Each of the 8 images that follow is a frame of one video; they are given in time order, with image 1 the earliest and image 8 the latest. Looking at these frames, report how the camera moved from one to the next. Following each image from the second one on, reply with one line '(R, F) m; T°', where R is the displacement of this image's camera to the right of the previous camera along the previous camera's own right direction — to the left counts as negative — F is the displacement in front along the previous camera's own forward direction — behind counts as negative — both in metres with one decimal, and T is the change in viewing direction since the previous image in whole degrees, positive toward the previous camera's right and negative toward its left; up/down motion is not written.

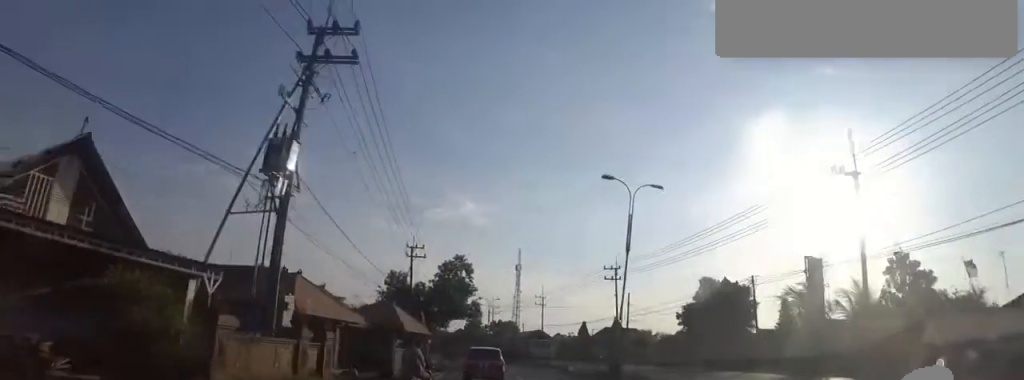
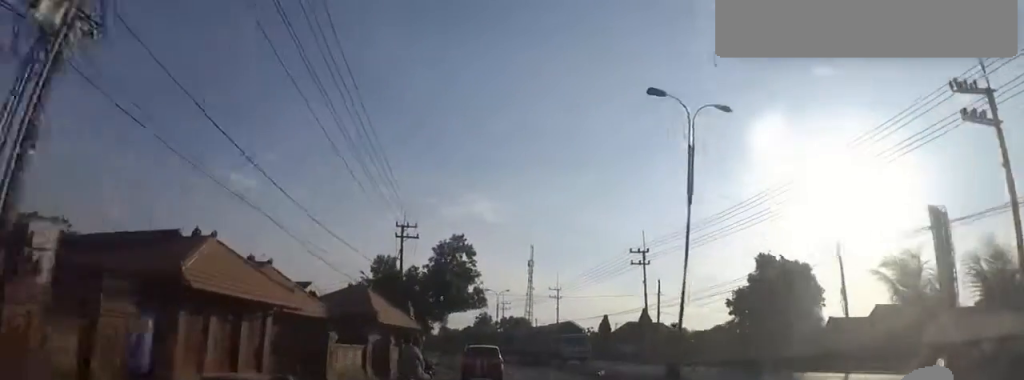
(-1.3, +7.6) m; -3°
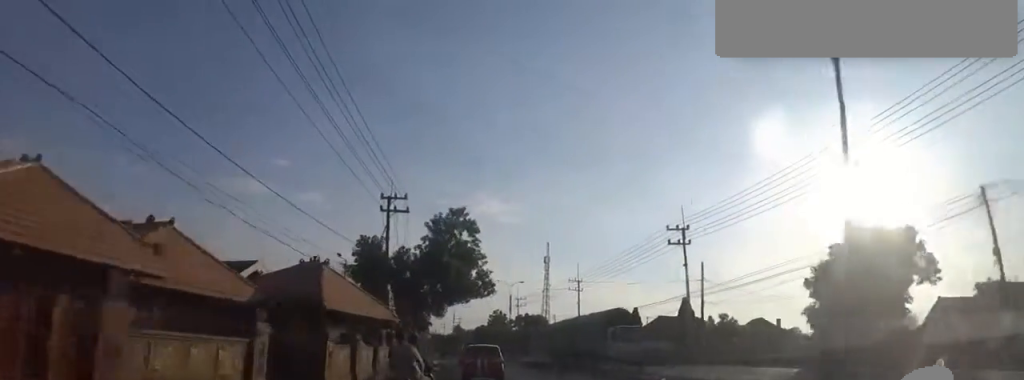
(+0.5, +7.7) m; +1°
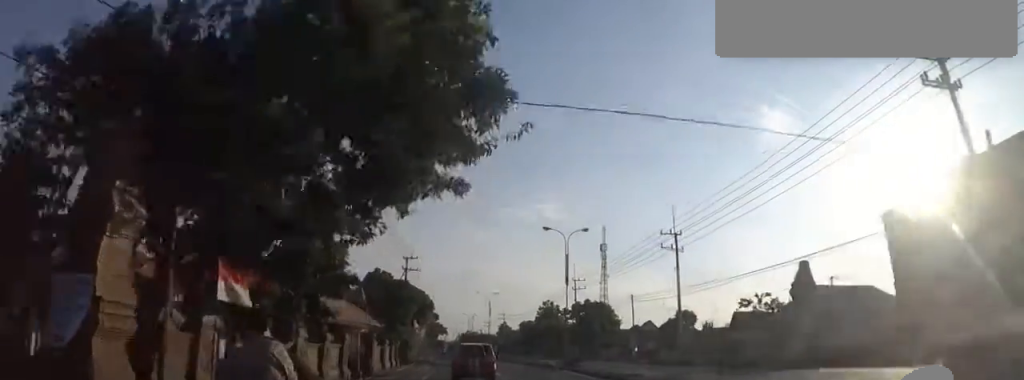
(+0.9, +23.8) m; -5°
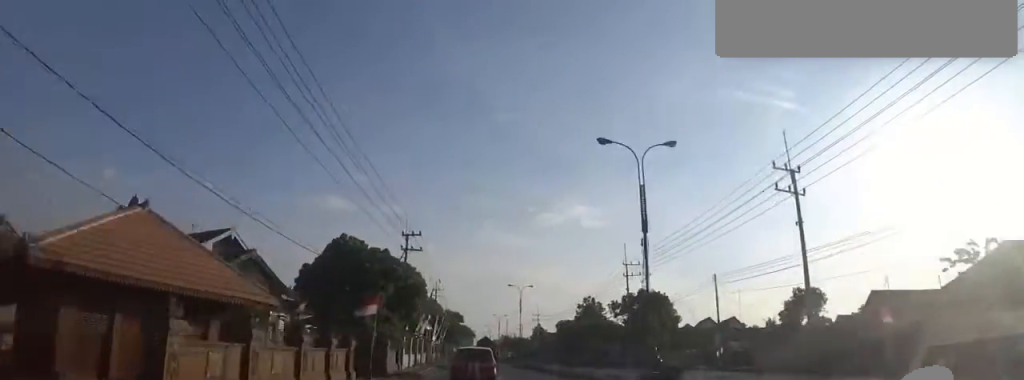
(-1.5, +13.6) m; -6°
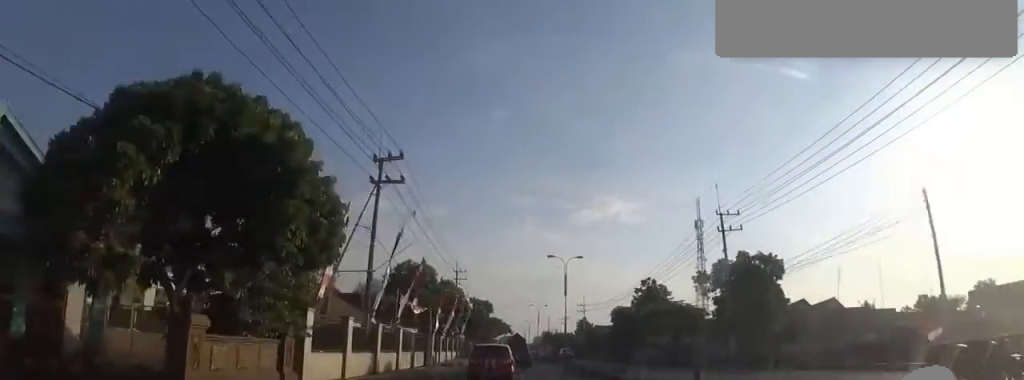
(-0.5, +16.4) m; -5°
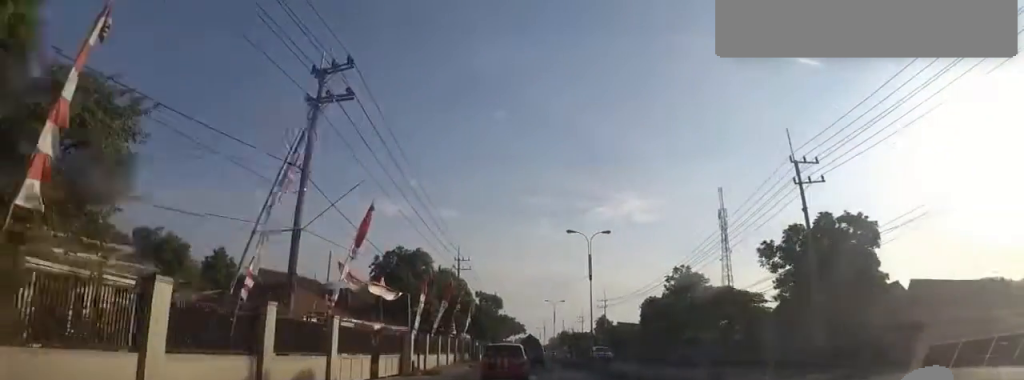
(-0.4, +8.8) m; -1°
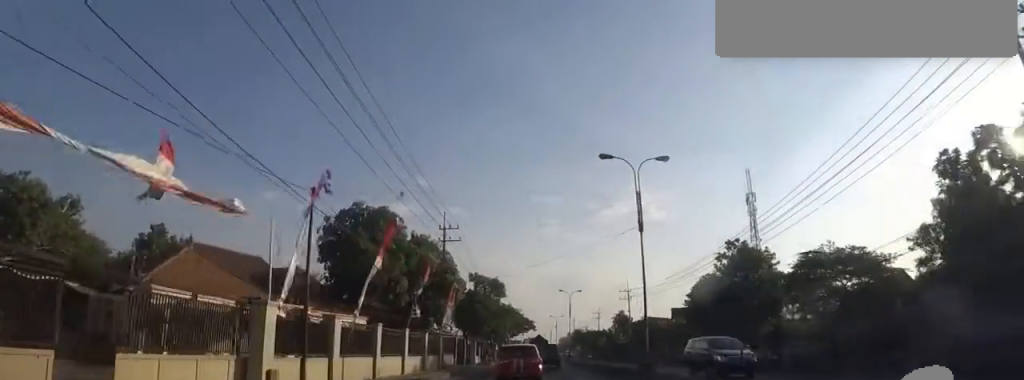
(-0.2, +13.1) m; +2°
